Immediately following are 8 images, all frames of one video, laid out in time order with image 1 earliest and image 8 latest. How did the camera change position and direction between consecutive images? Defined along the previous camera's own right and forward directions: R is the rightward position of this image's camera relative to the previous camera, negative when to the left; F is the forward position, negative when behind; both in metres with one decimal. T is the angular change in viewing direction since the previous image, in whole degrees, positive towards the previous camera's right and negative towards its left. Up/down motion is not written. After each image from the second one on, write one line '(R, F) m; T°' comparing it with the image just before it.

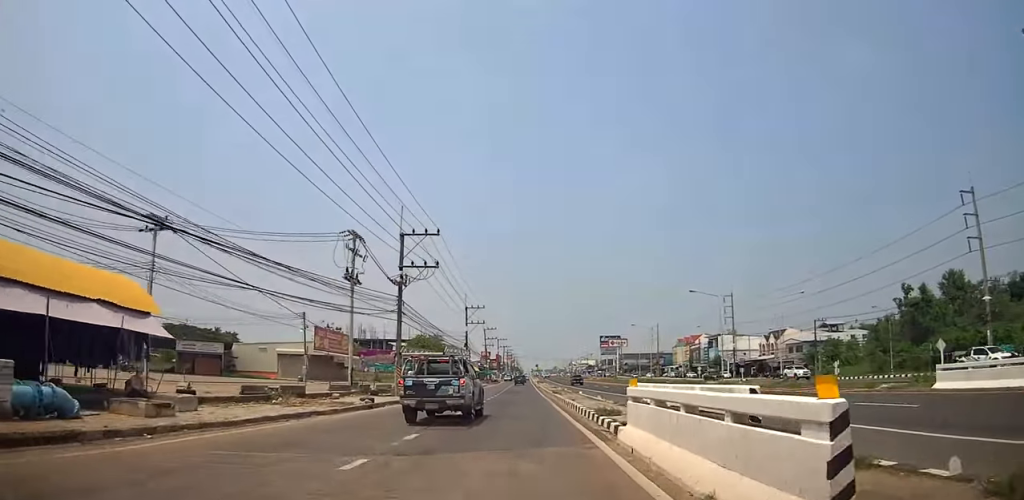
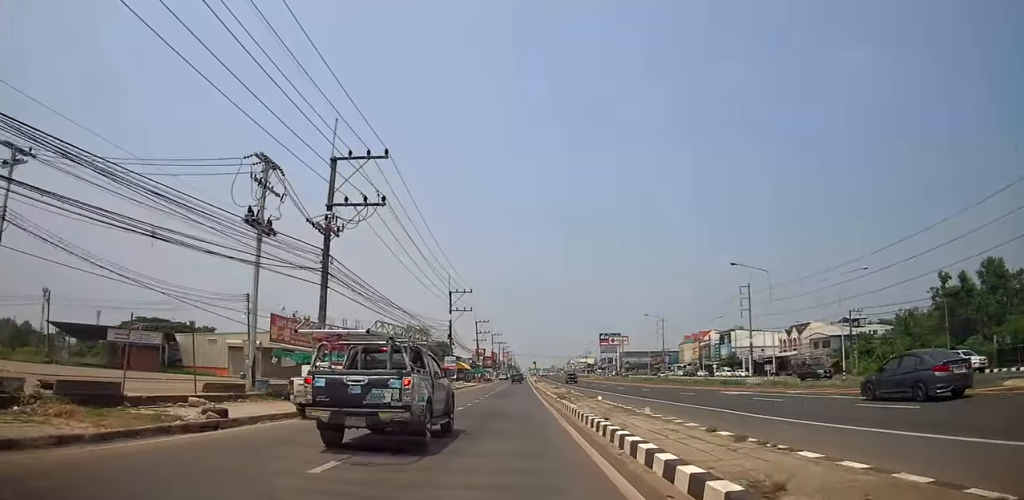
(+0.6, +13.5) m; +3°
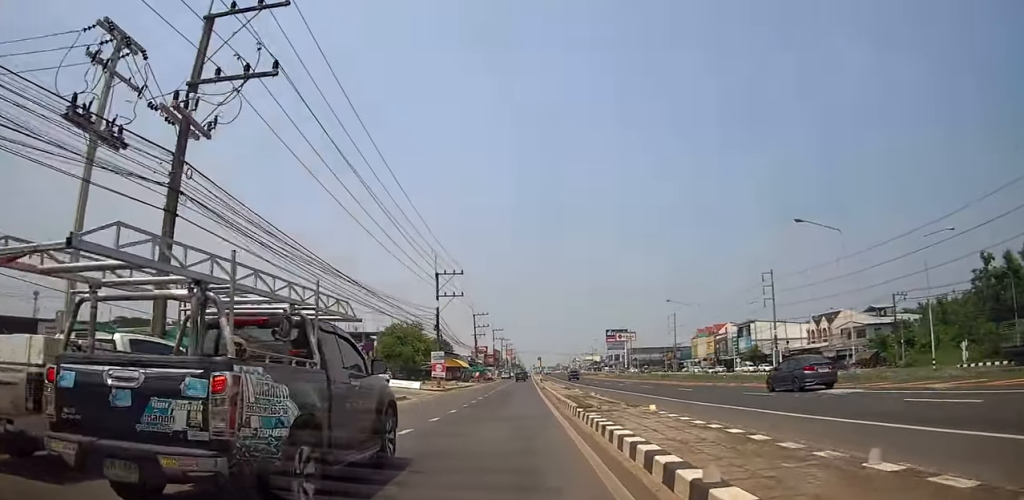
(+0.3, +11.6) m; +1°
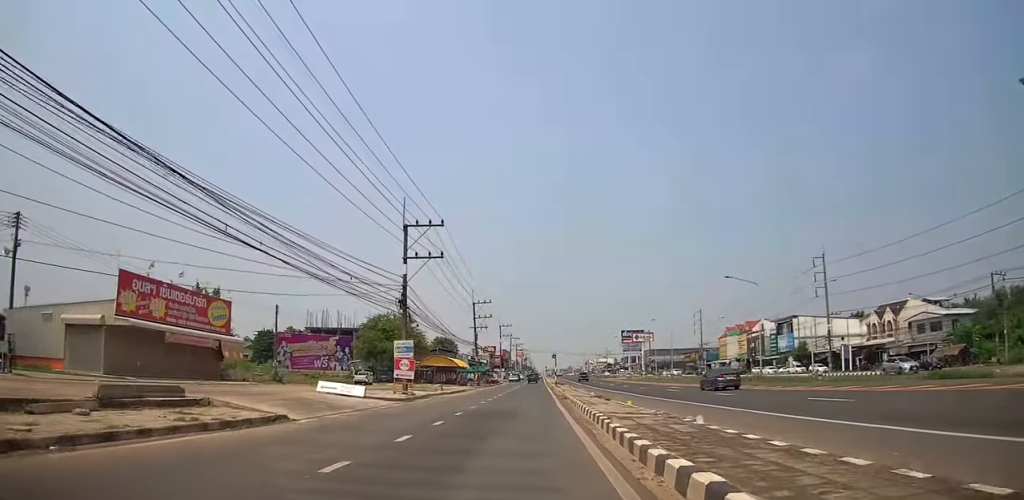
(-0.4, +18.9) m; -3°
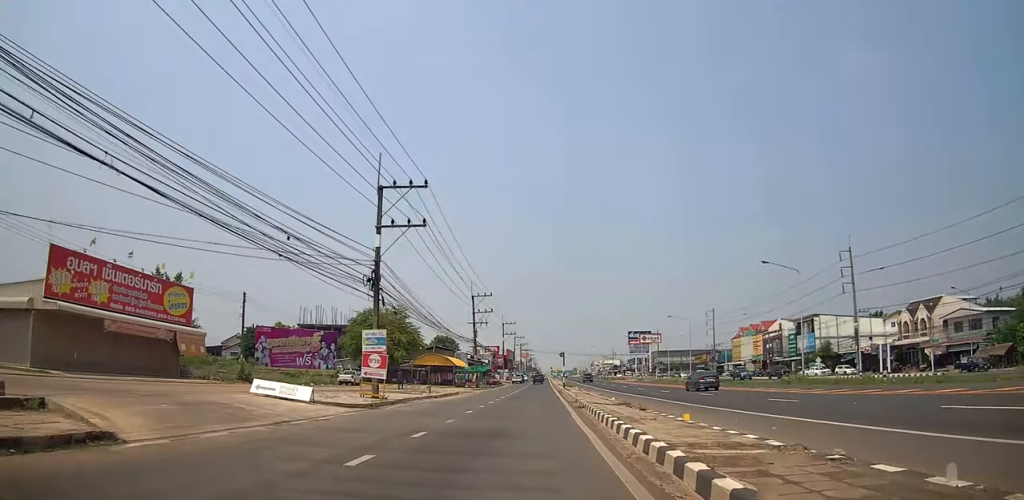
(-0.1, +8.1) m; -1°
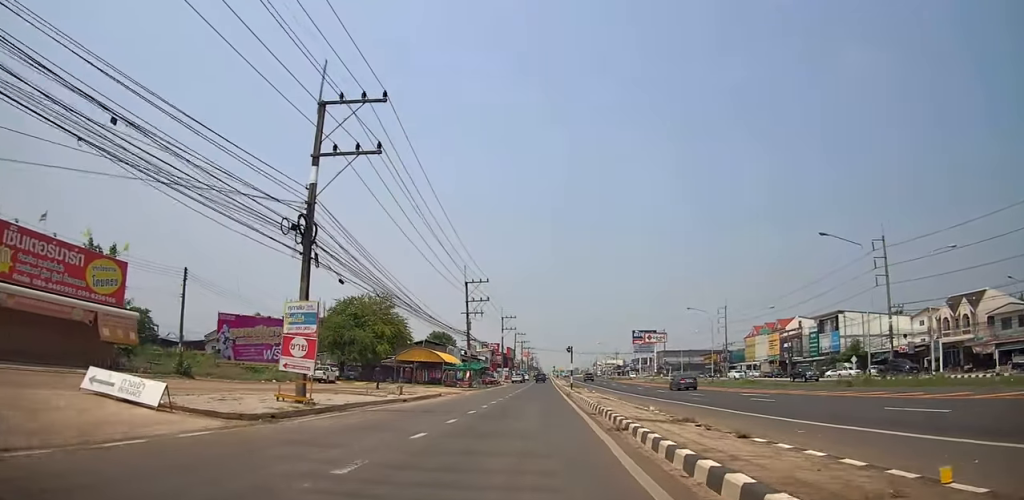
(-0.1, +9.7) m; 0°
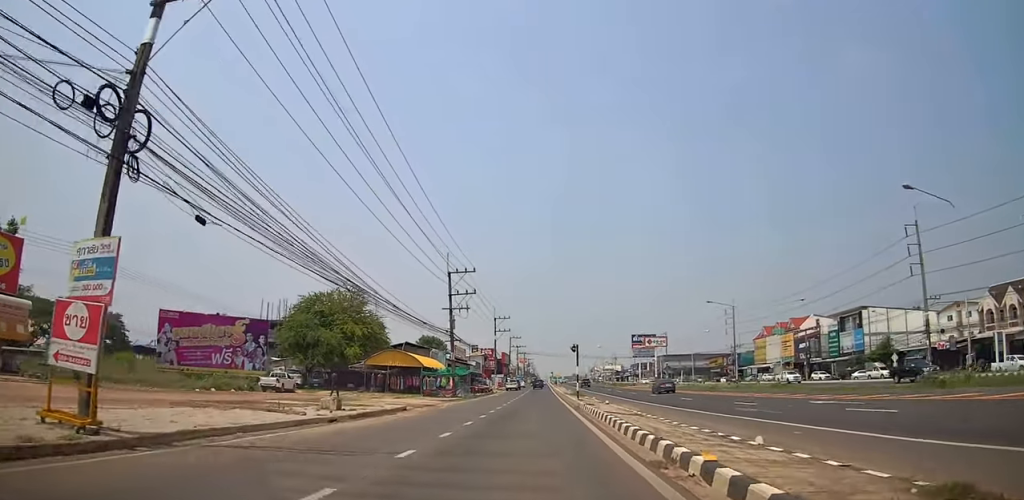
(0.0, +10.2) m; 0°
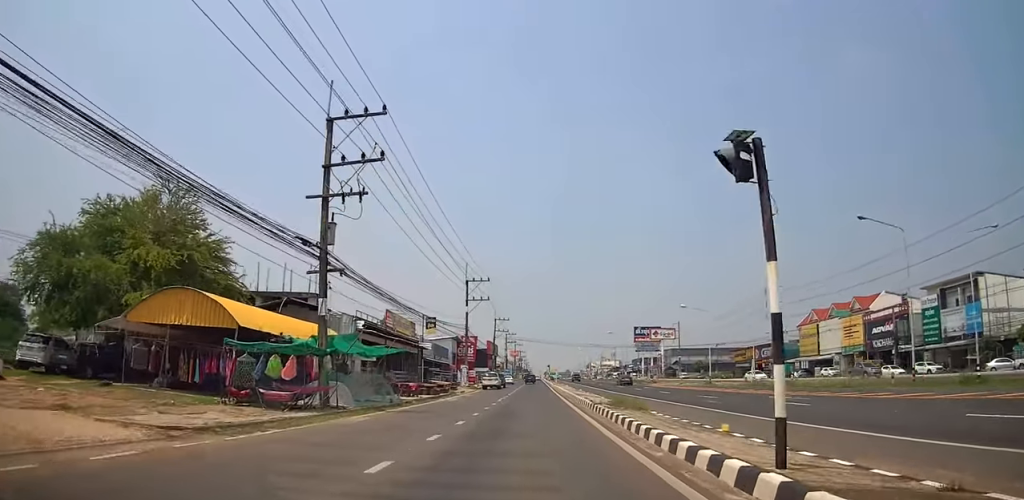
(0.0, +32.2) m; 0°
